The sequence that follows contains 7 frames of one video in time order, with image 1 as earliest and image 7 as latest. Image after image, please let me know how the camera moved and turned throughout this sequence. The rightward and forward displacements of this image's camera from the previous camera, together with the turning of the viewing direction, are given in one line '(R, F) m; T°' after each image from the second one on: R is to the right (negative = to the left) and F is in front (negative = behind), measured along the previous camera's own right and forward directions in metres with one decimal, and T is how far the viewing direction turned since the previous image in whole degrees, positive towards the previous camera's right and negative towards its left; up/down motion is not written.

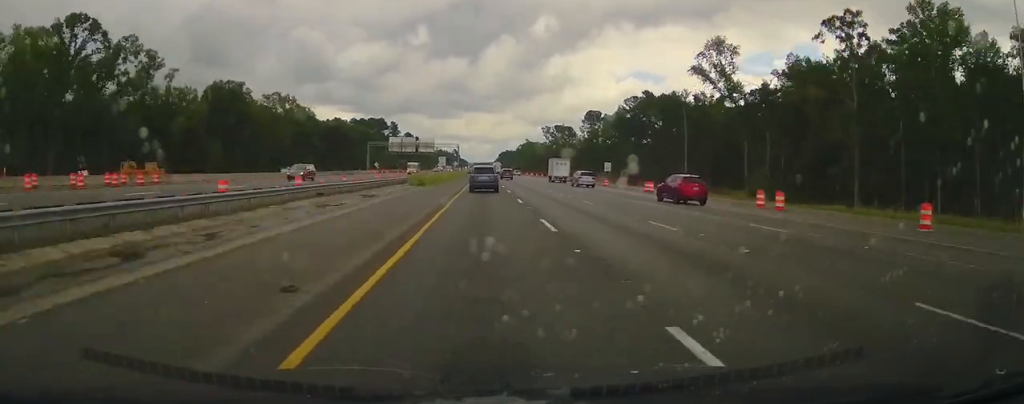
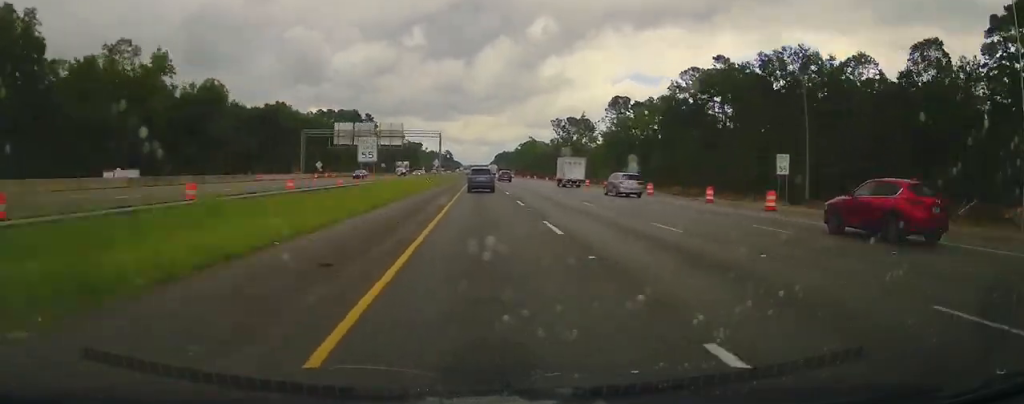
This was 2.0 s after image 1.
(+0.7, +63.5) m; 0°
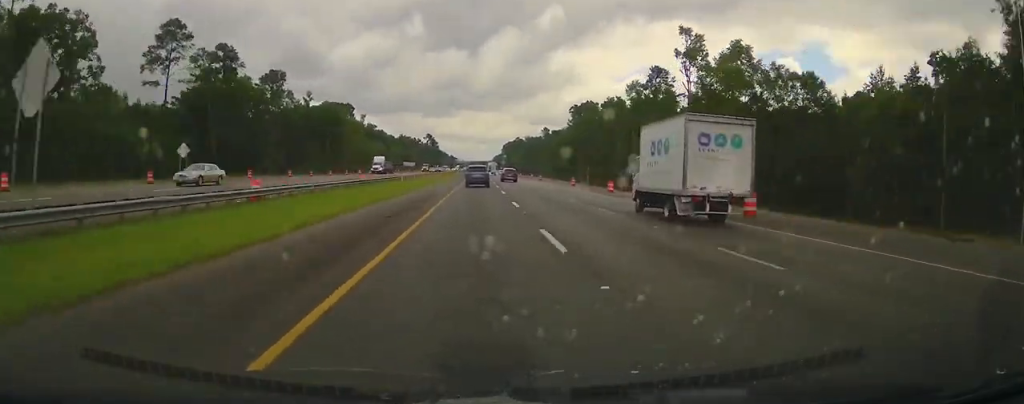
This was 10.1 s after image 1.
(+0.4, +265.3) m; 0°
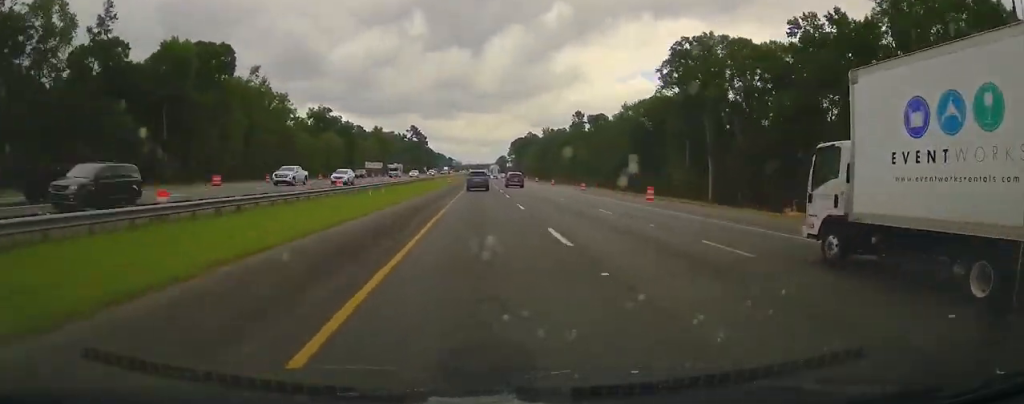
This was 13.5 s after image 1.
(-0.1, +109.4) m; 0°
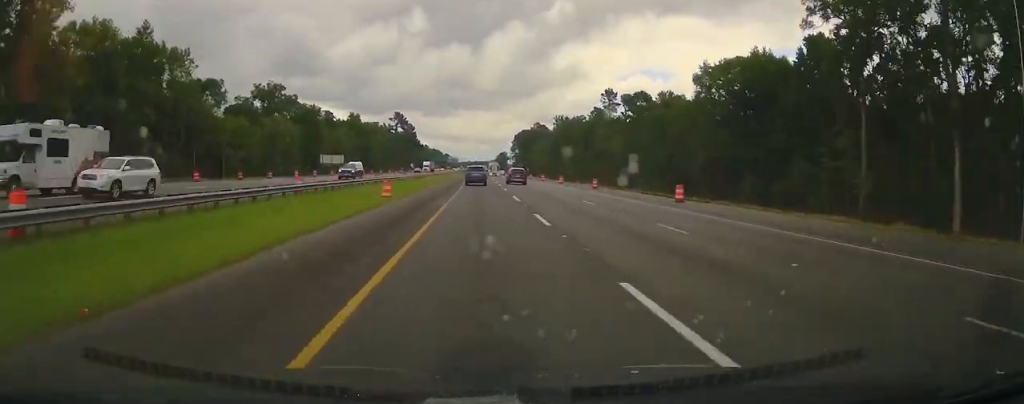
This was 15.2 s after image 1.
(-0.2, +57.0) m; 0°
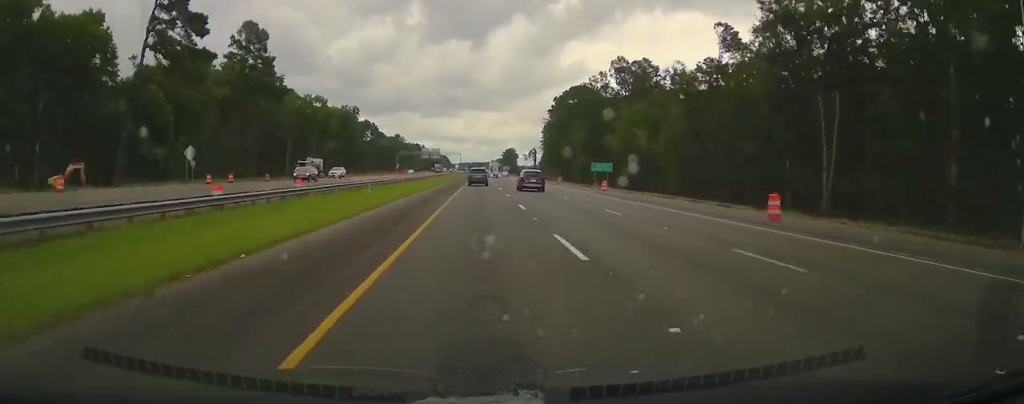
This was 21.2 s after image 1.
(+0.5, +200.8) m; 0°
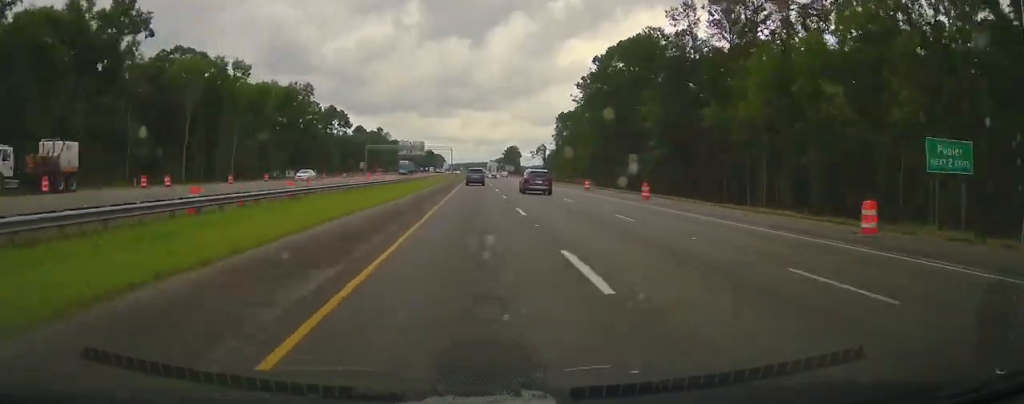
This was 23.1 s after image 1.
(0.0, +72.1) m; 0°
